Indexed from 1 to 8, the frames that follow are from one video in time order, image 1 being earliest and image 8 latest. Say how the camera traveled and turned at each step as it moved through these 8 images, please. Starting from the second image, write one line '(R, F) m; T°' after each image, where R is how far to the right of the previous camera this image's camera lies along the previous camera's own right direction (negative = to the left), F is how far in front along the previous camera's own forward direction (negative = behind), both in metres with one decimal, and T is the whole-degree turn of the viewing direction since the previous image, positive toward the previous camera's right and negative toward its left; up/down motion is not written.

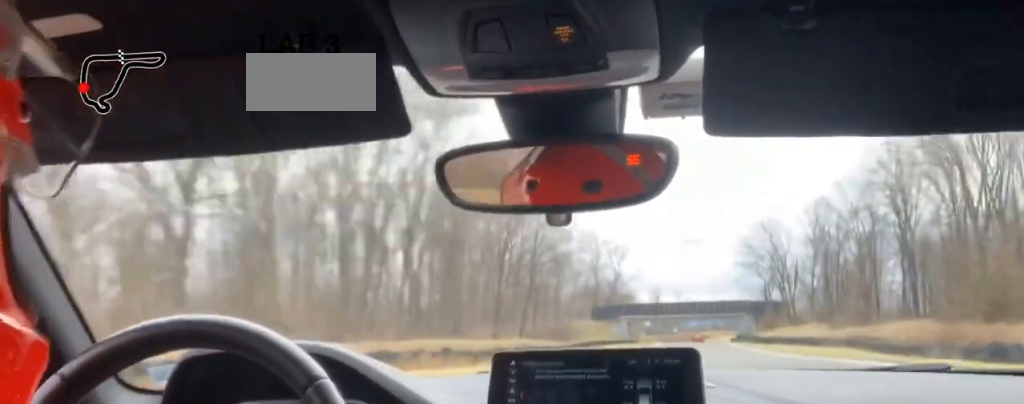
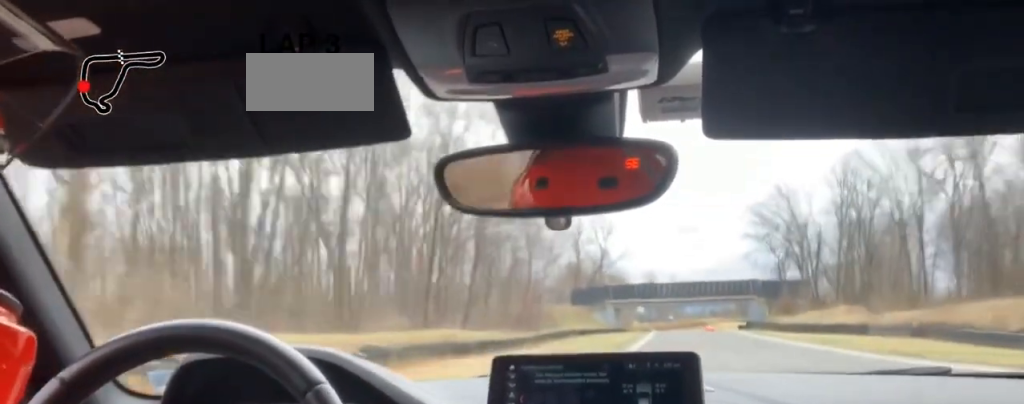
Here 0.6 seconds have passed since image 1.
(-3.3, +26.9) m; +4°
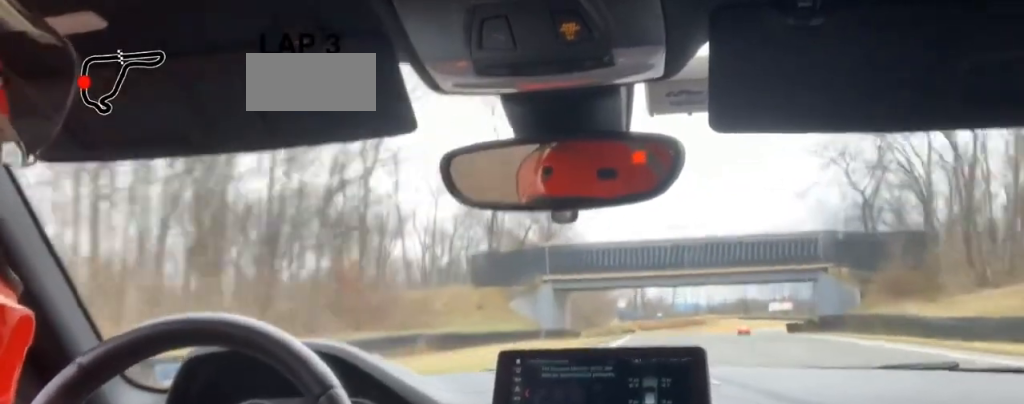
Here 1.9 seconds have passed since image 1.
(+8.8, +64.6) m; +5°
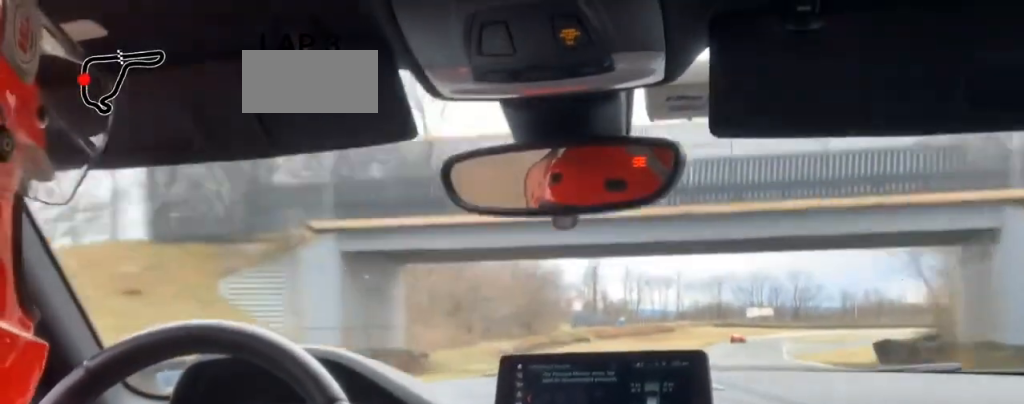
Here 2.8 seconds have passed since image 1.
(-2.2, +41.7) m; -2°
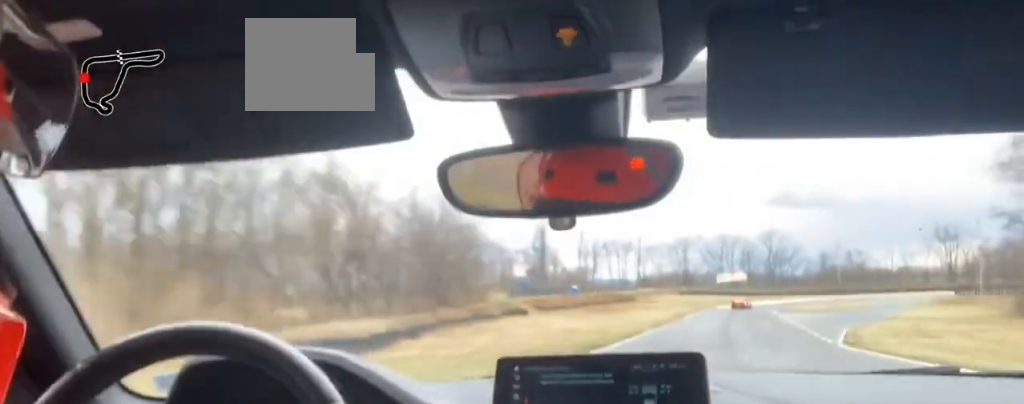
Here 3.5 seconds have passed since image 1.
(+1.0, +35.0) m; +1°
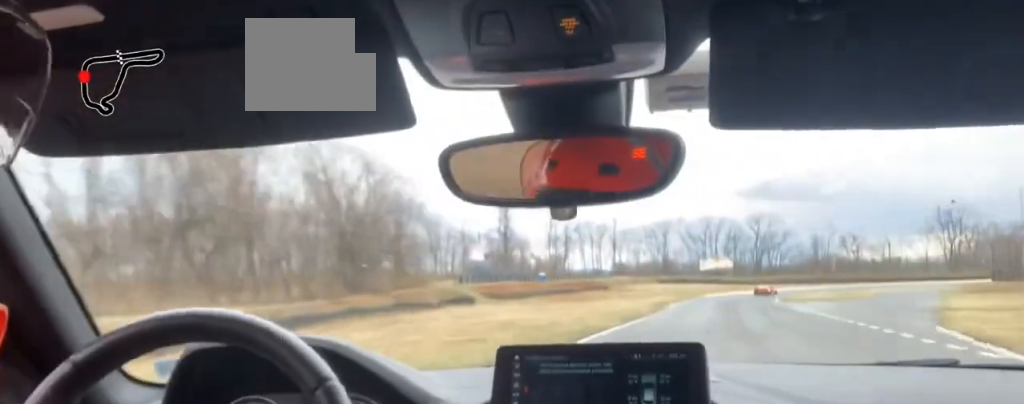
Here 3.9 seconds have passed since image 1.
(+0.1, +22.7) m; +1°
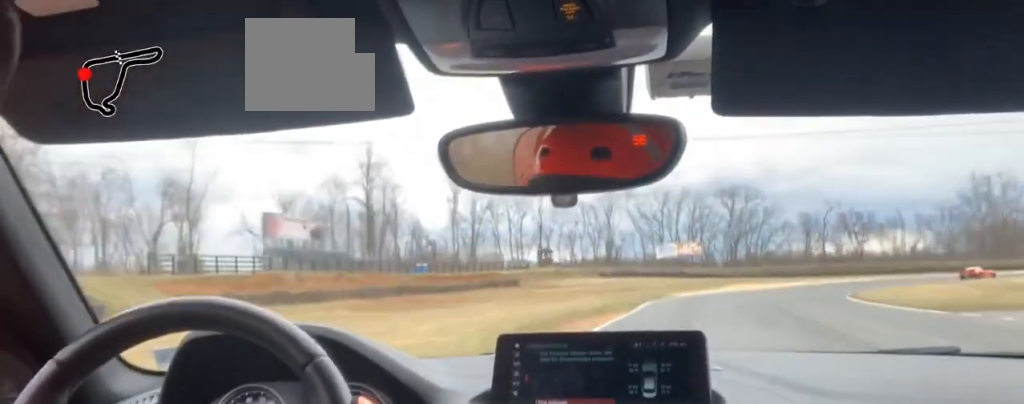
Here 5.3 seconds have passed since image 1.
(+1.0, +62.0) m; +3°
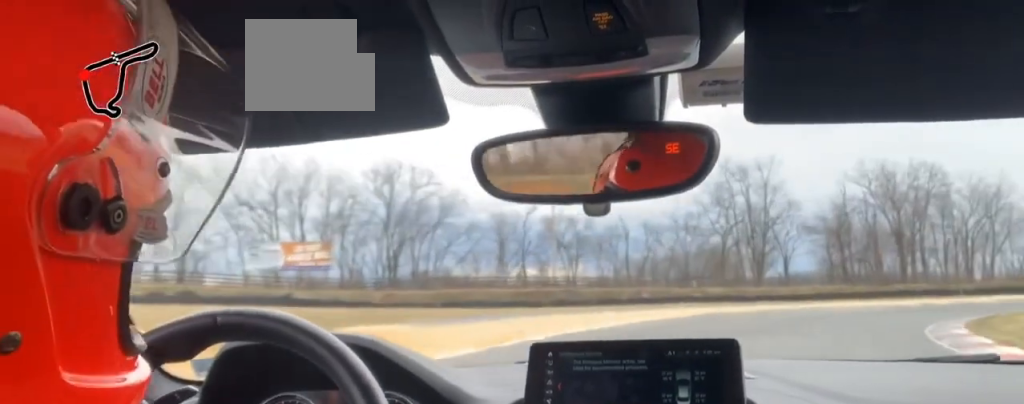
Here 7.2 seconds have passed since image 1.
(+12.1, +68.9) m; +26°
